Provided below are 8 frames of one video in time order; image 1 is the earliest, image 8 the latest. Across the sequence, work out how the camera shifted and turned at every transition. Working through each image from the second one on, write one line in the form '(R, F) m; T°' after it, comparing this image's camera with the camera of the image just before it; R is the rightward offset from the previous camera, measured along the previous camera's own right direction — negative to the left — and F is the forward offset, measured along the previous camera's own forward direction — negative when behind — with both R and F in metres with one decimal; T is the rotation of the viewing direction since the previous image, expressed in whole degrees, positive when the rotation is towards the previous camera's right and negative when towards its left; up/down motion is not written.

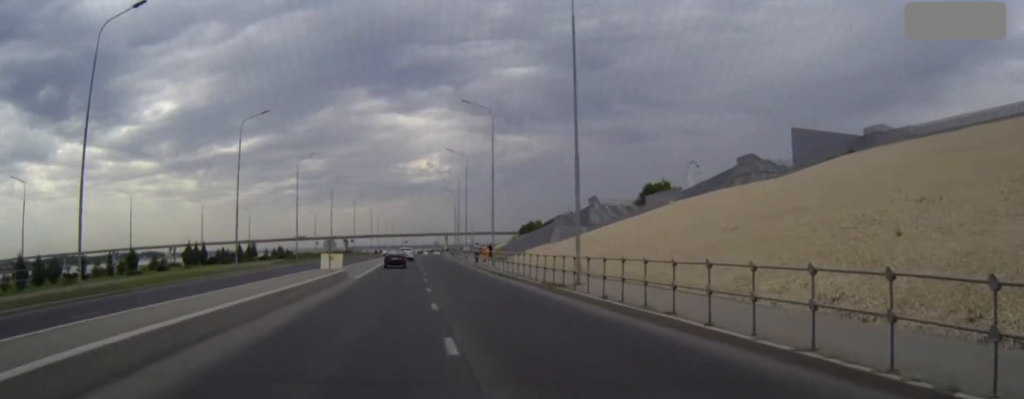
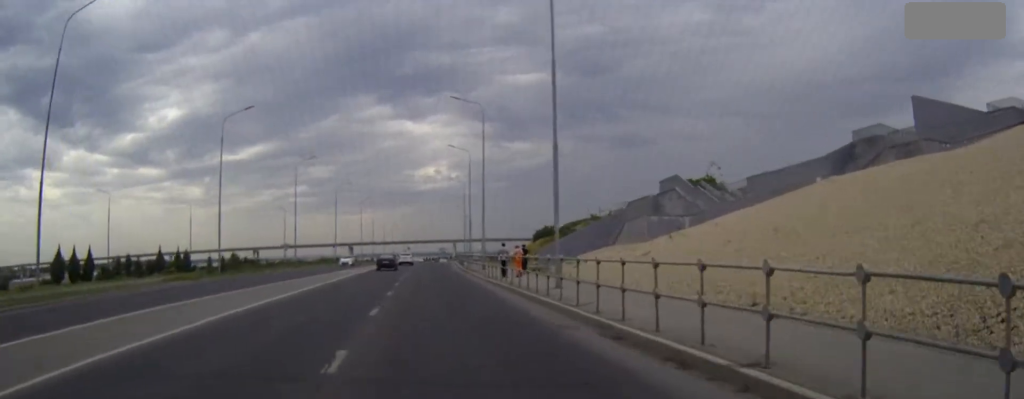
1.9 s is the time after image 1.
(+0.1, +33.5) m; 0°
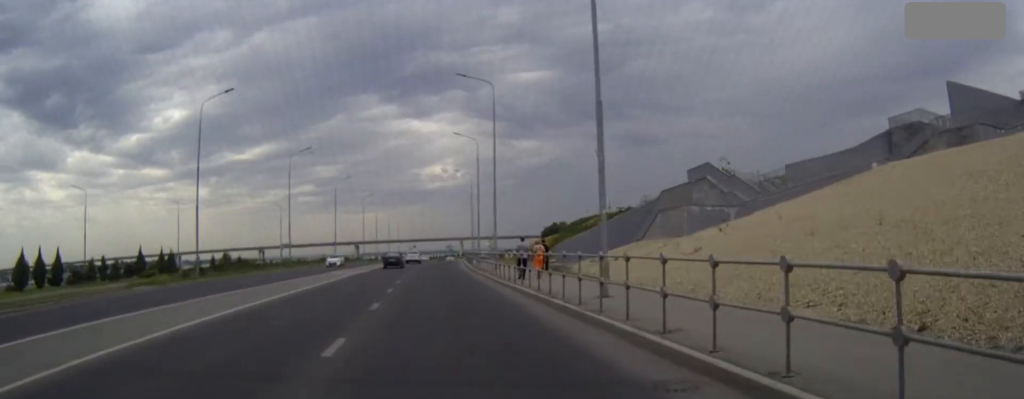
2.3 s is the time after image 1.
(0.0, +6.9) m; 0°
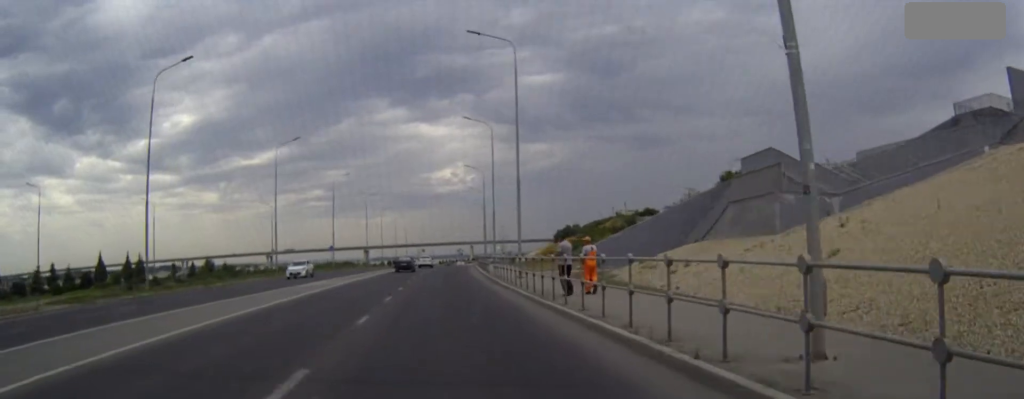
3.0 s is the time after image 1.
(-0.1, +10.8) m; -1°
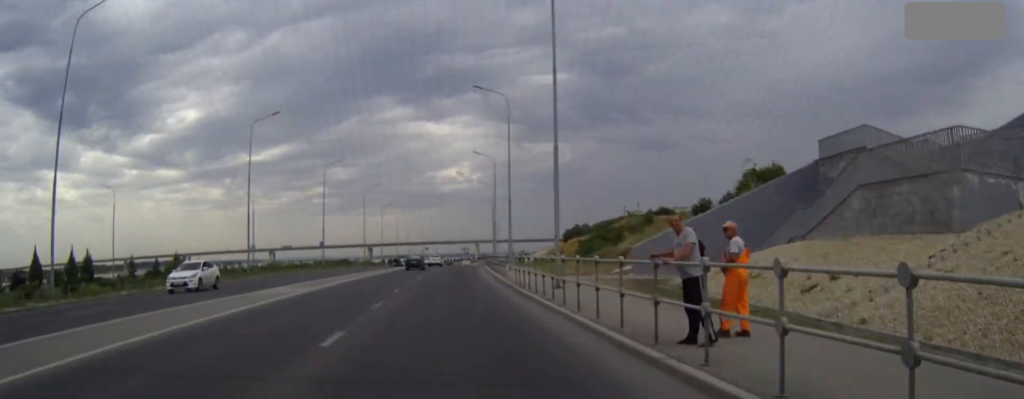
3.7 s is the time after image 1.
(-0.1, +11.9) m; 0°
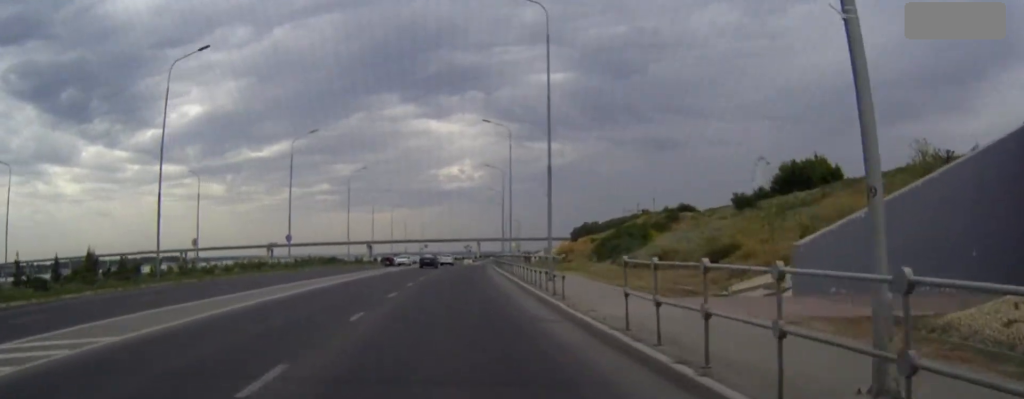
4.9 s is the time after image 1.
(0.0, +20.2) m; 0°
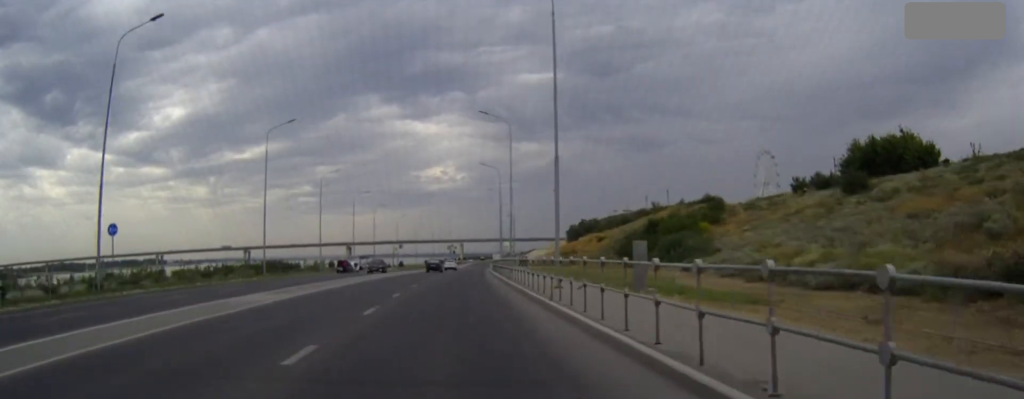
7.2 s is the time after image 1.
(+0.4, +37.7) m; +1°
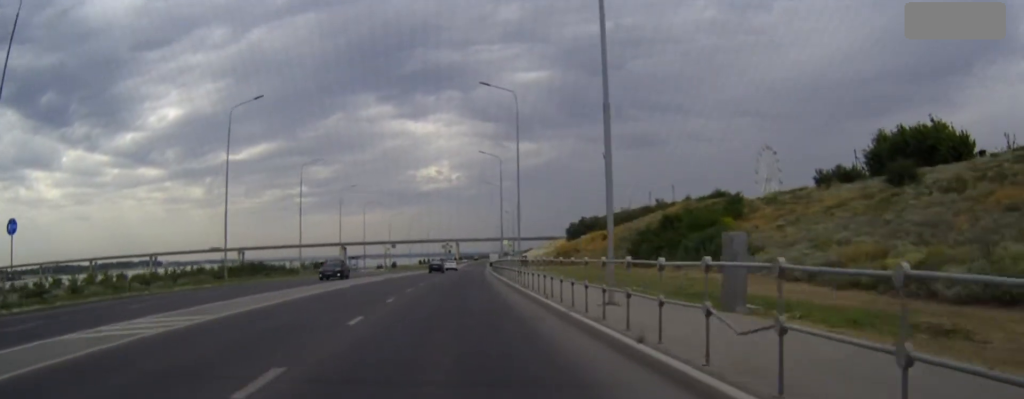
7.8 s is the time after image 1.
(0.0, +10.3) m; 0°
